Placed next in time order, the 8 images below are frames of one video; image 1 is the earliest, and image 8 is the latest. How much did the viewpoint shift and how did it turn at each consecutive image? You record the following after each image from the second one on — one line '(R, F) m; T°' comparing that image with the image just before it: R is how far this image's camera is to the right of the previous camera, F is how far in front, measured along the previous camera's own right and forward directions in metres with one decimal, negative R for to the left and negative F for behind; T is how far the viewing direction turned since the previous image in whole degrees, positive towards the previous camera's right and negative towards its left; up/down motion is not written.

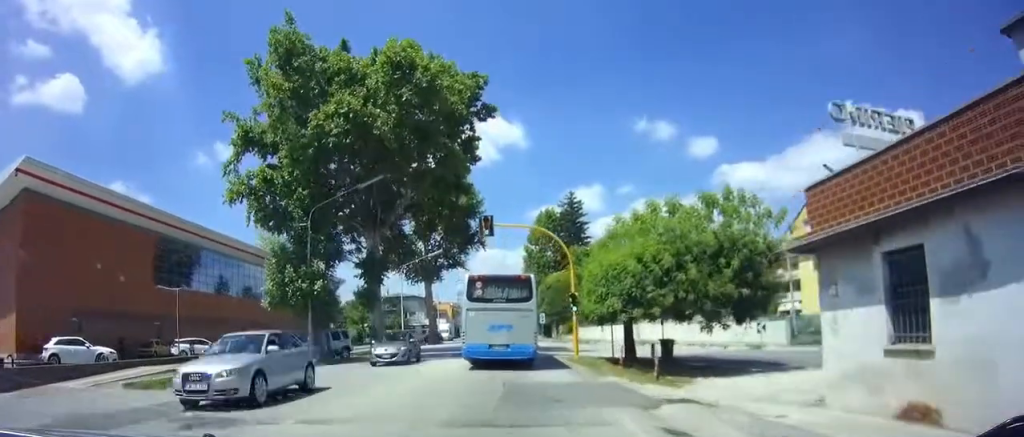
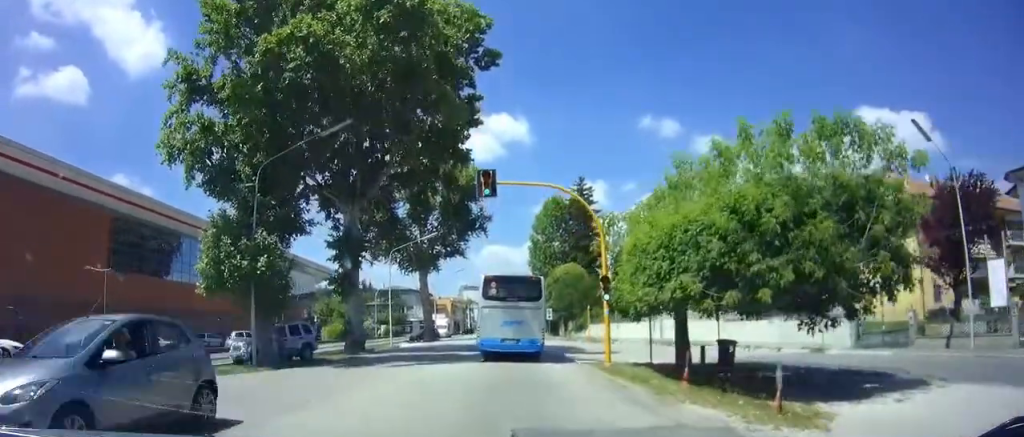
(+0.2, +5.4) m; +3°
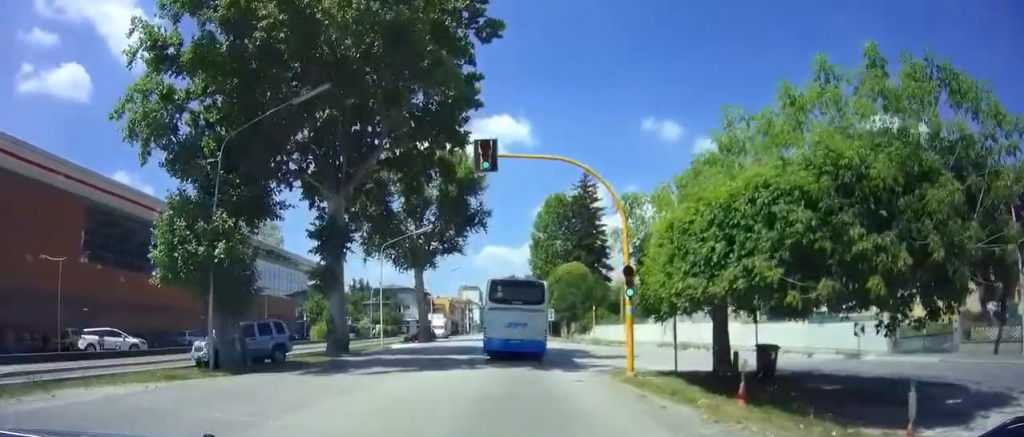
(0.0, +2.7) m; +1°
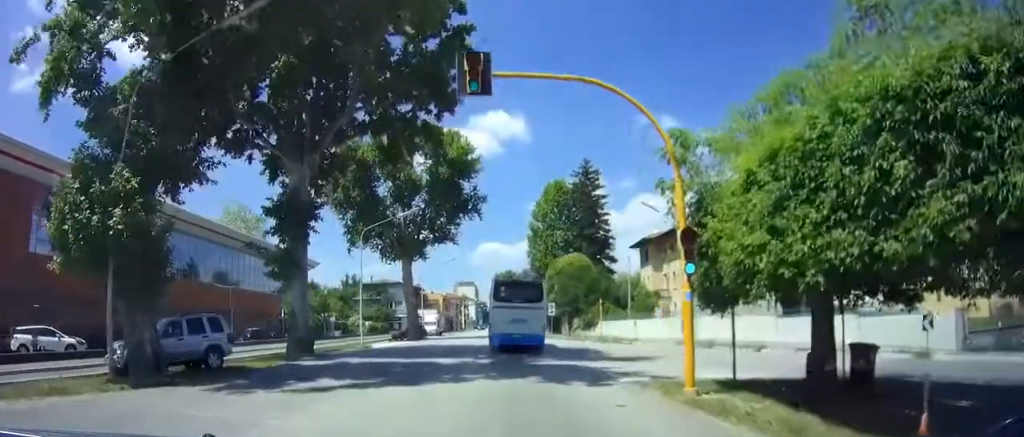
(+0.1, +4.6) m; +1°
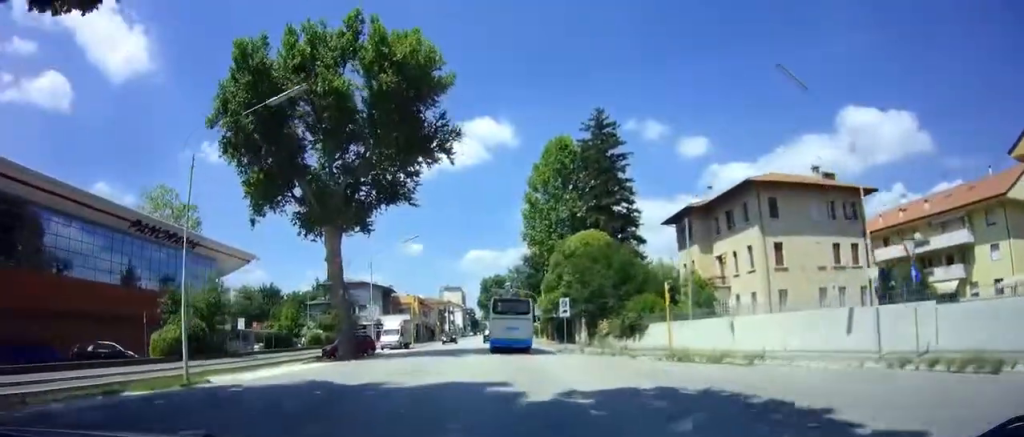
(+0.1, +18.7) m; 0°
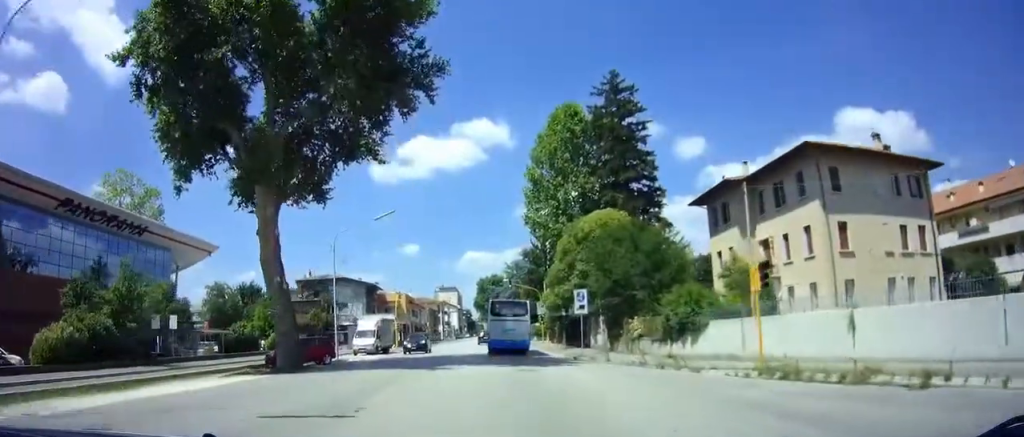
(0.0, +8.2) m; 0°
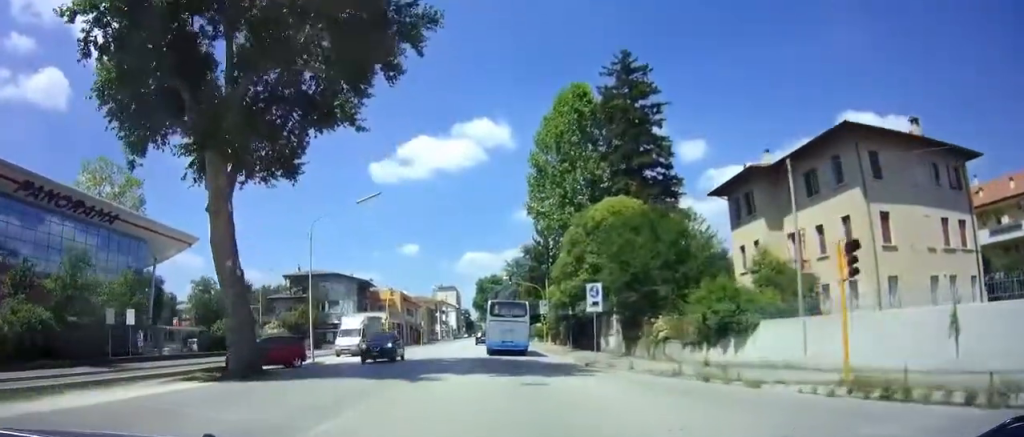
(0.0, +3.9) m; 0°
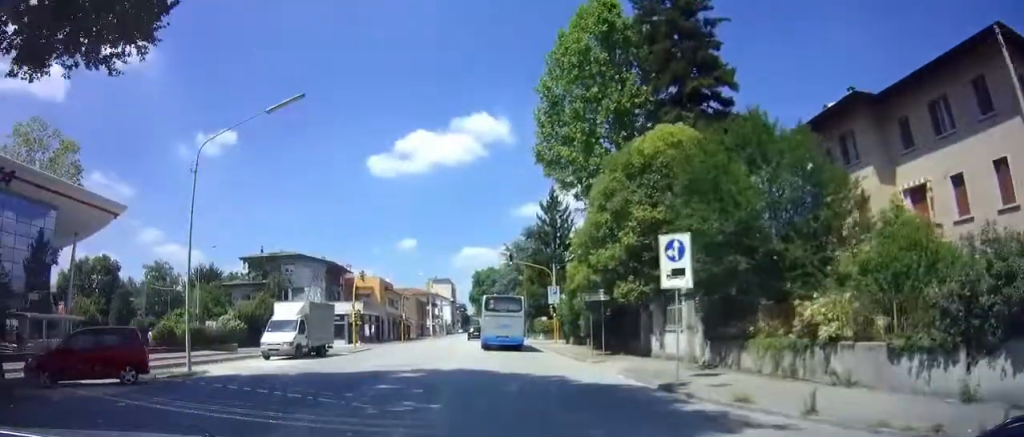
(0.0, +11.0) m; +1°
